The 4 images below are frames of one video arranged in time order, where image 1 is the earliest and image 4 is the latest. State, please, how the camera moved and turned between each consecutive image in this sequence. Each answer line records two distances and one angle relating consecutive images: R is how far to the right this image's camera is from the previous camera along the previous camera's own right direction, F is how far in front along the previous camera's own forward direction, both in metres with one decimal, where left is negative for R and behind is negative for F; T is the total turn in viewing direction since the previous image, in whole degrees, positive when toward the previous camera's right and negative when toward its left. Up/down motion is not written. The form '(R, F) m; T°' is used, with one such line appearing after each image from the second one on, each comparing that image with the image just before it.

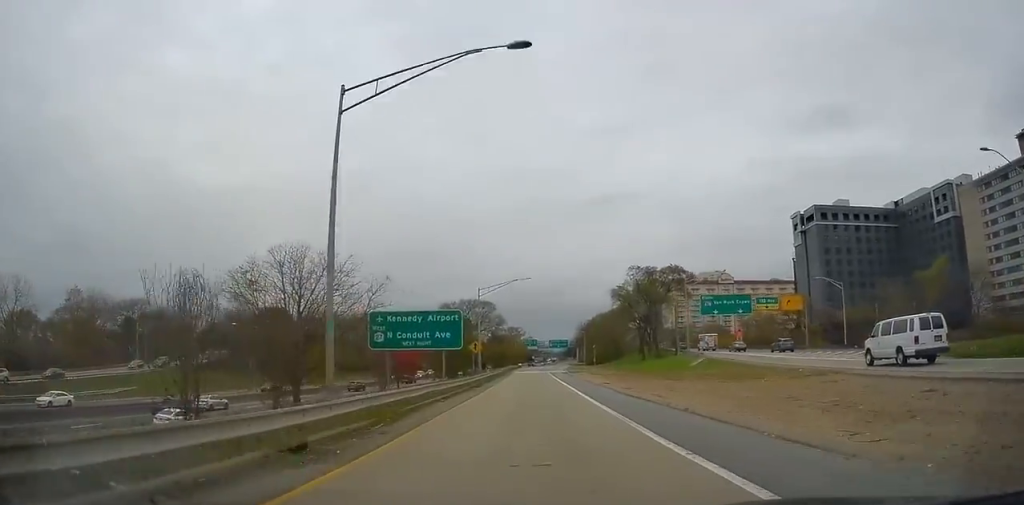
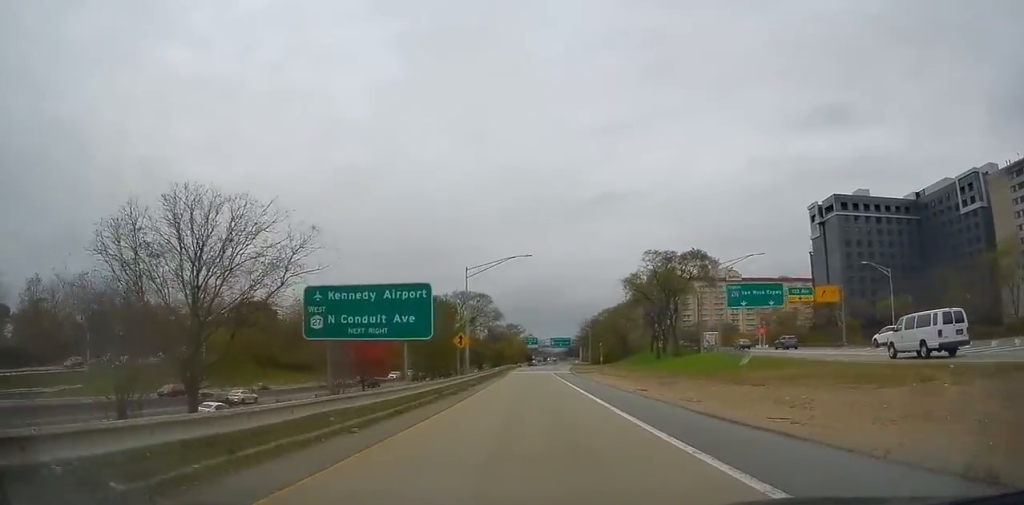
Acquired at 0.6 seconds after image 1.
(-0.1, +11.1) m; -3°
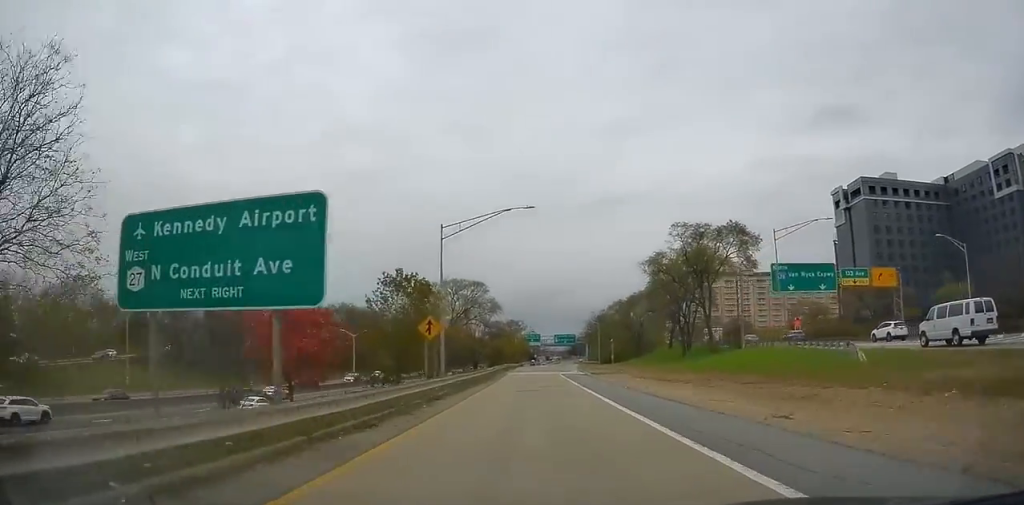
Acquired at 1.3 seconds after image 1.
(-0.6, +13.3) m; -1°
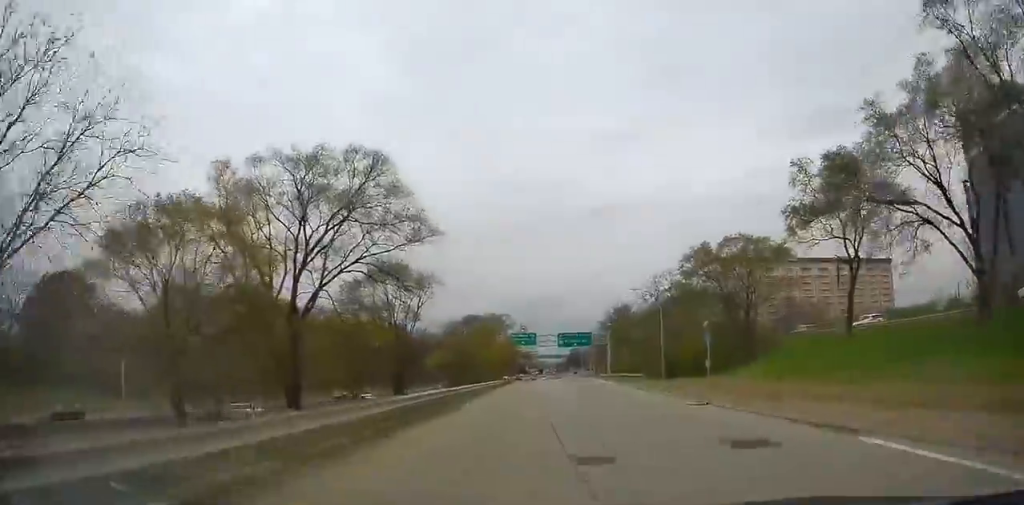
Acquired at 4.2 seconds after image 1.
(-0.1, +58.2) m; 0°
